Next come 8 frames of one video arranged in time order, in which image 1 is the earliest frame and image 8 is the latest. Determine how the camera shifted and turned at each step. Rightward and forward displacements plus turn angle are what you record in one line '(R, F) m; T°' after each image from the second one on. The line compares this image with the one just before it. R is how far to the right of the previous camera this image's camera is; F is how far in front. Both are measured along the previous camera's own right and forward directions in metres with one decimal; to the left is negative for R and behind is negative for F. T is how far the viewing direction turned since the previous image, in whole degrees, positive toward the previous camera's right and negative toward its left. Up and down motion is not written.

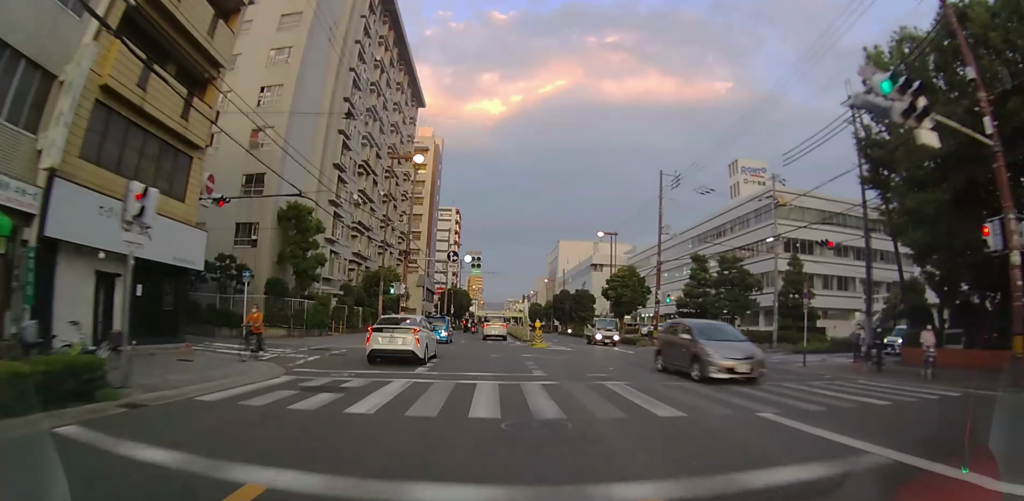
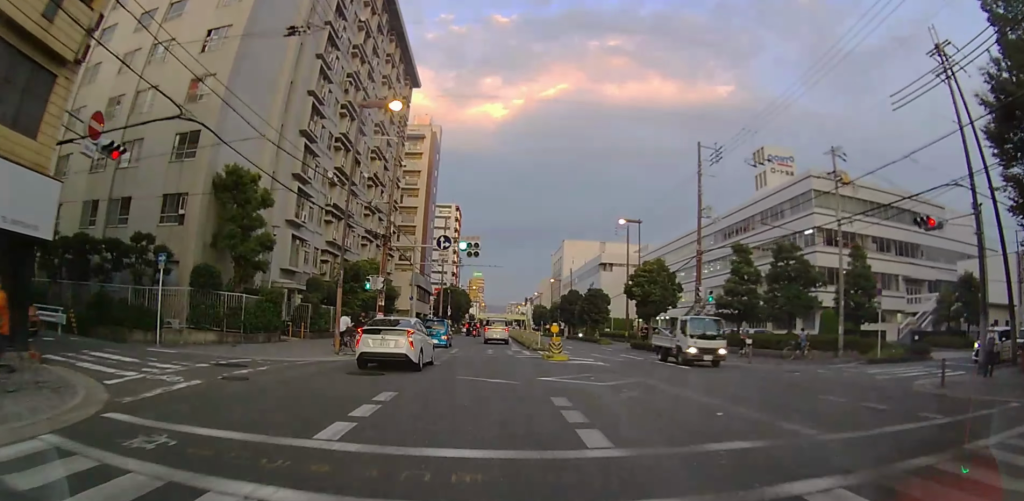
(-0.1, +7.4) m; -1°
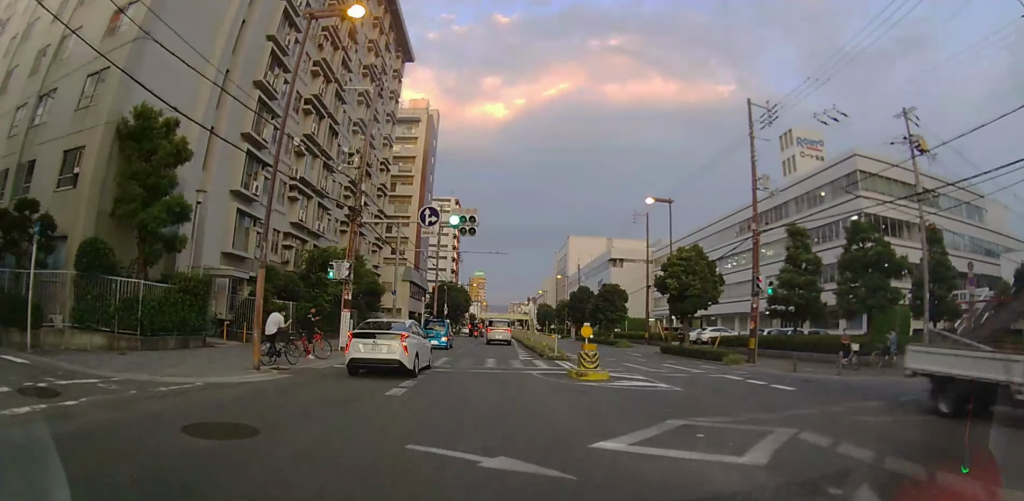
(0.0, +7.5) m; 0°
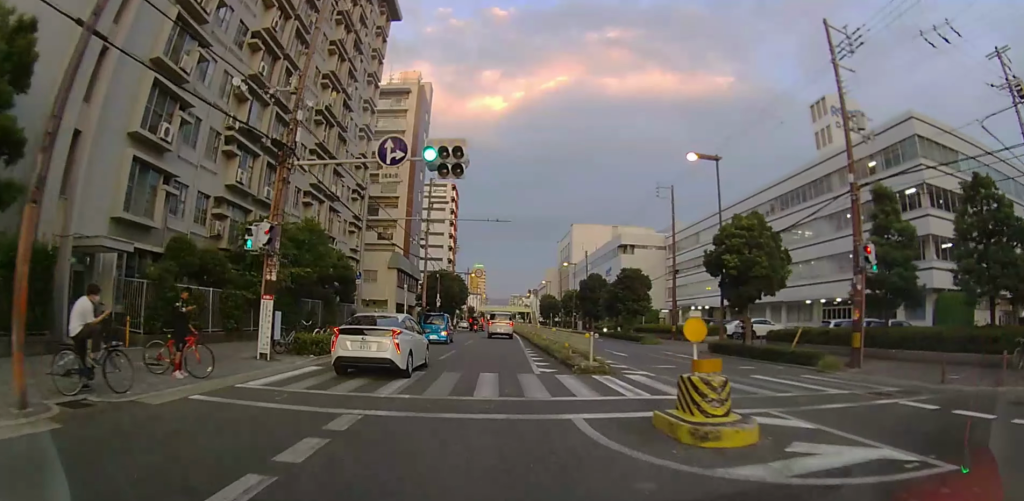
(0.0, +8.2) m; 0°
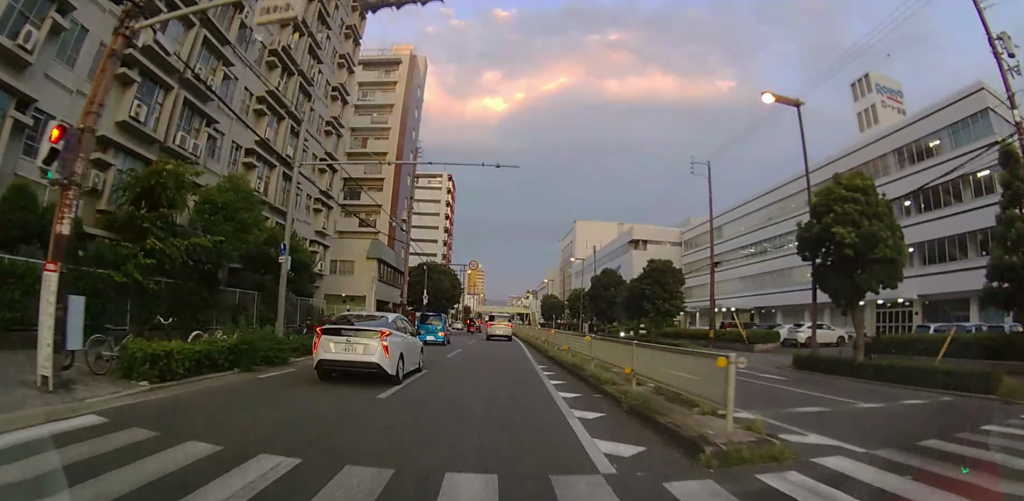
(0.0, +8.6) m; 0°
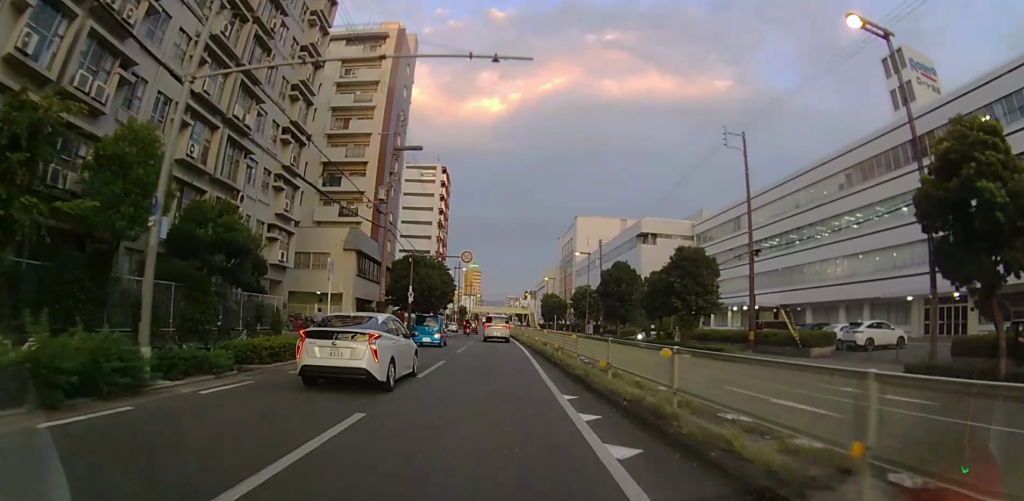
(0.0, +6.2) m; 0°
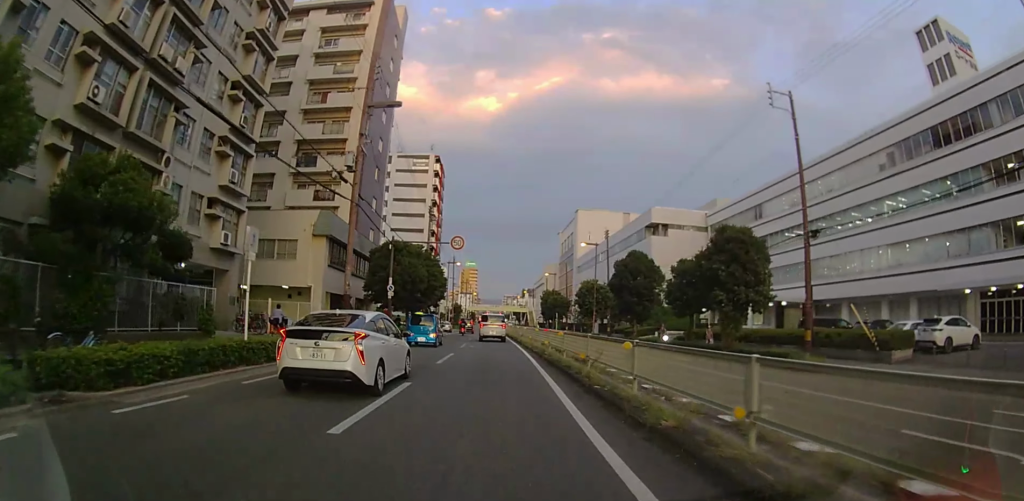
(0.0, +6.6) m; 0°
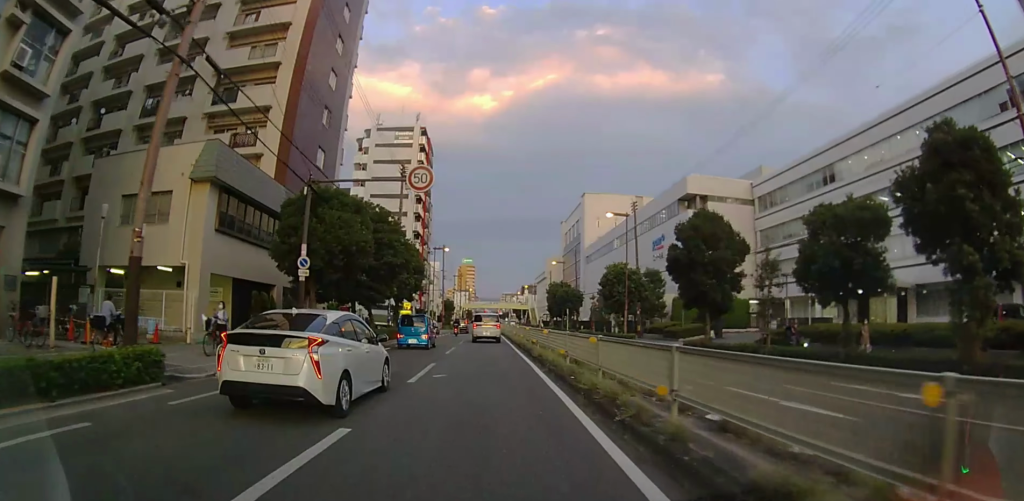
(+0.1, +14.4) m; 0°
